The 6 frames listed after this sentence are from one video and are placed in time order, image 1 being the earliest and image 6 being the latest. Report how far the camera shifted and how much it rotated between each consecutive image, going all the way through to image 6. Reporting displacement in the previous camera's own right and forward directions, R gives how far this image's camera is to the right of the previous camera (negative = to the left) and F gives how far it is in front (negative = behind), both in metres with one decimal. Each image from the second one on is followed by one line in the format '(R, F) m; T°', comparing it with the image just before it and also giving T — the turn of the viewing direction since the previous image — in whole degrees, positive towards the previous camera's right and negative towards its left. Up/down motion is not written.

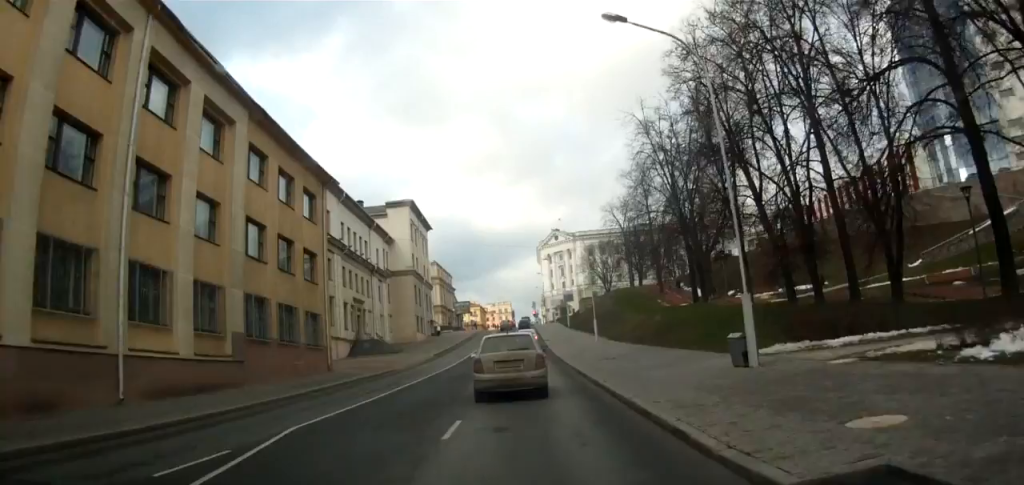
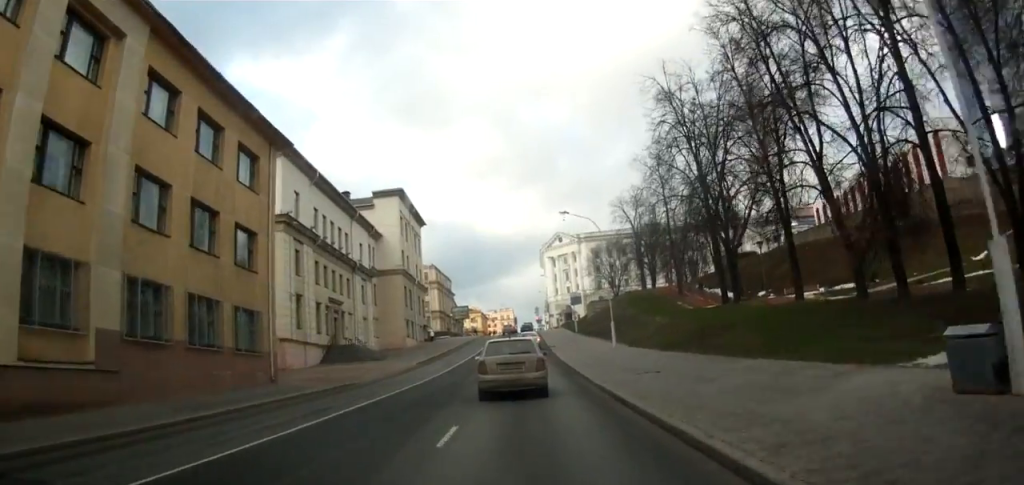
(-0.1, +8.6) m; 0°
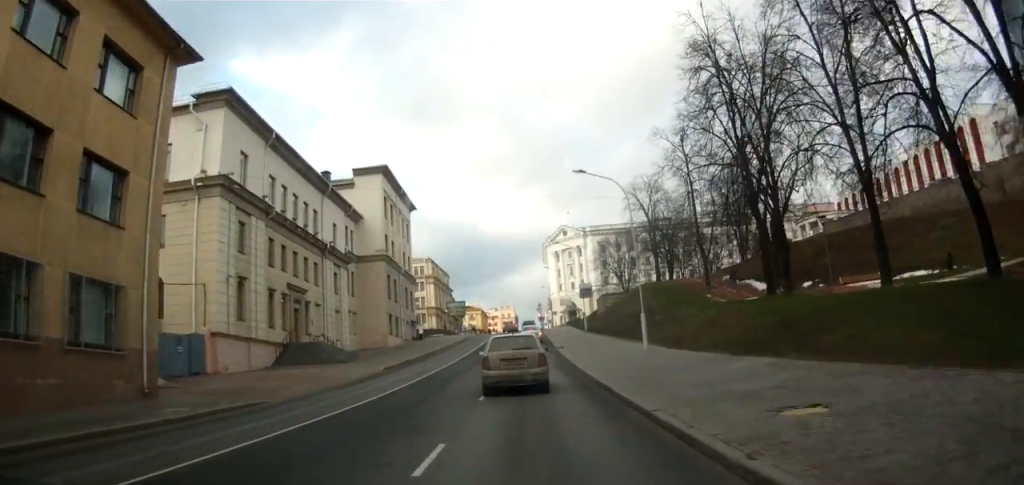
(0.0, +9.9) m; 0°
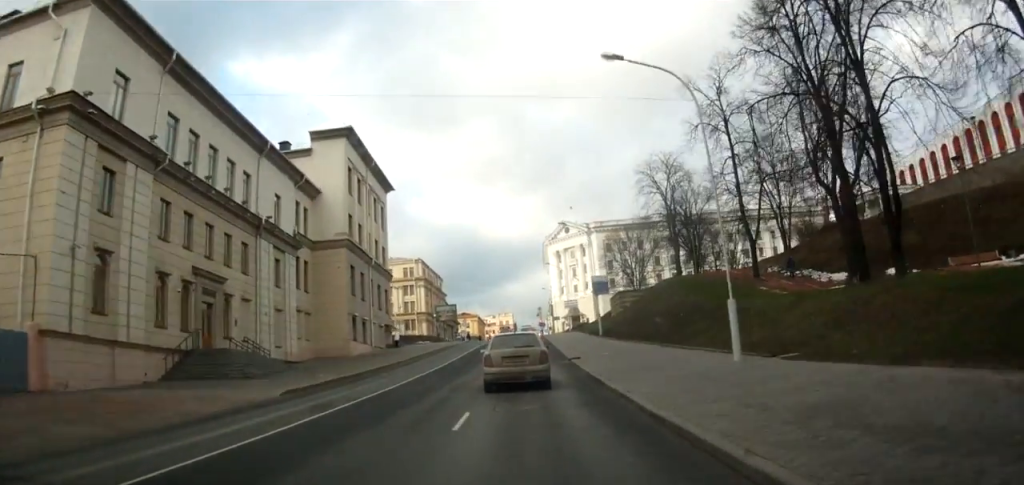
(-0.2, +12.8) m; 0°
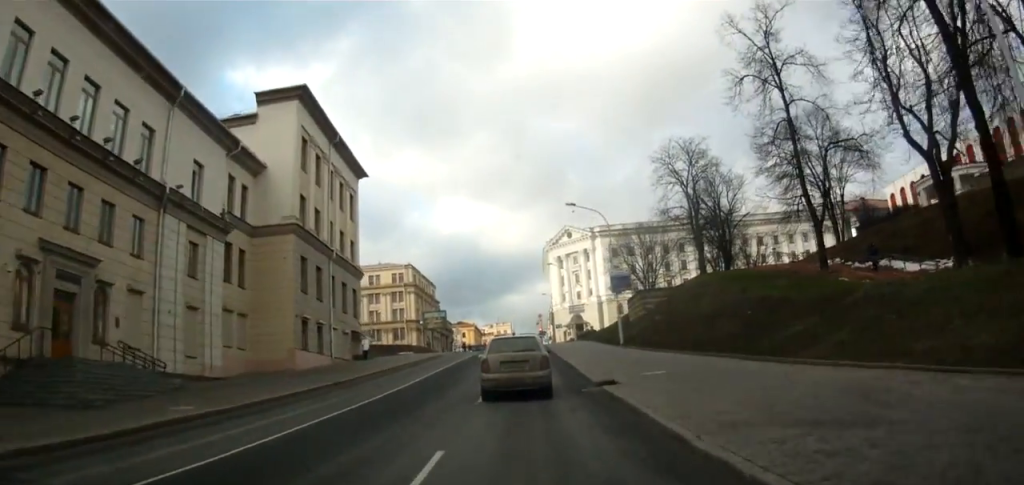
(+0.3, +11.4) m; +2°
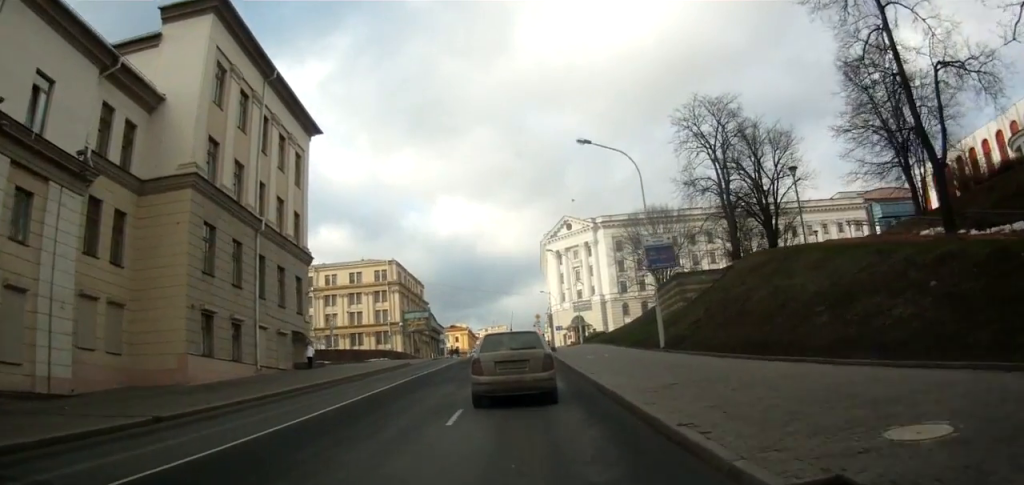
(-0.1, +11.8) m; -1°
